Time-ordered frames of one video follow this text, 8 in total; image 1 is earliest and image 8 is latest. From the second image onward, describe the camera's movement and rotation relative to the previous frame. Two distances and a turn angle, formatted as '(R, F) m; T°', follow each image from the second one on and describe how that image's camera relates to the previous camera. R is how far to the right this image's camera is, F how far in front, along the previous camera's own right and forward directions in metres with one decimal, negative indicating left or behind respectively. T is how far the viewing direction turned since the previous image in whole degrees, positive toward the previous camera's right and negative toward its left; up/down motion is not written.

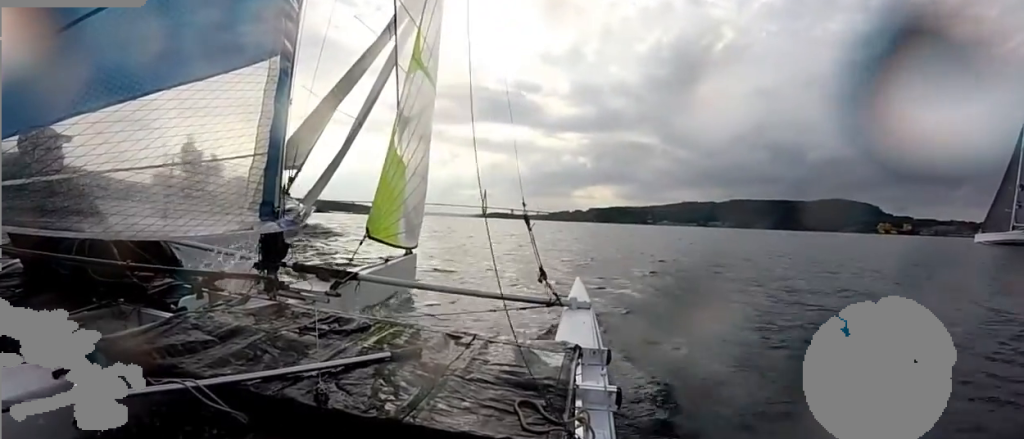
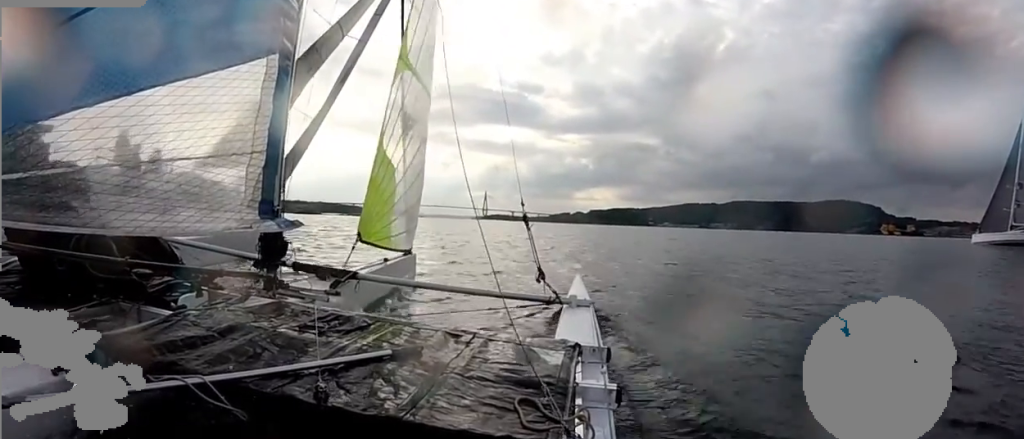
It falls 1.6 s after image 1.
(0.0, +7.7) m; 0°
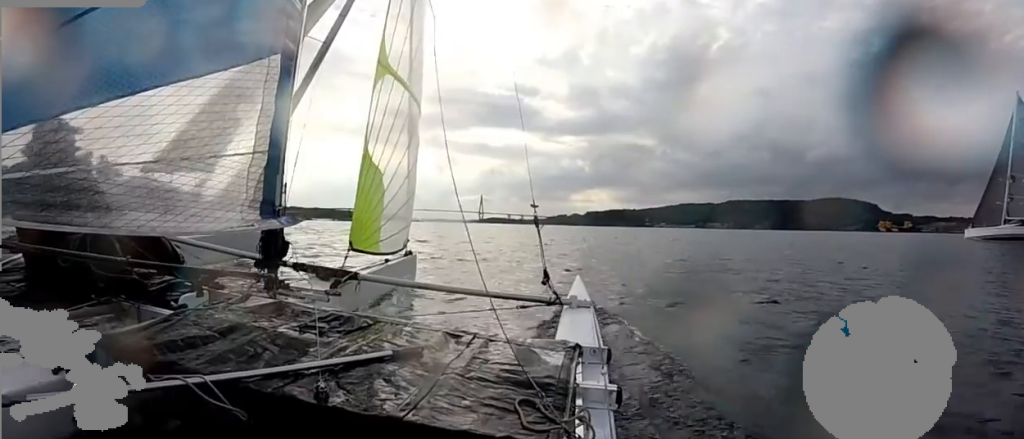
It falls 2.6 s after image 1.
(0.0, +4.8) m; 0°
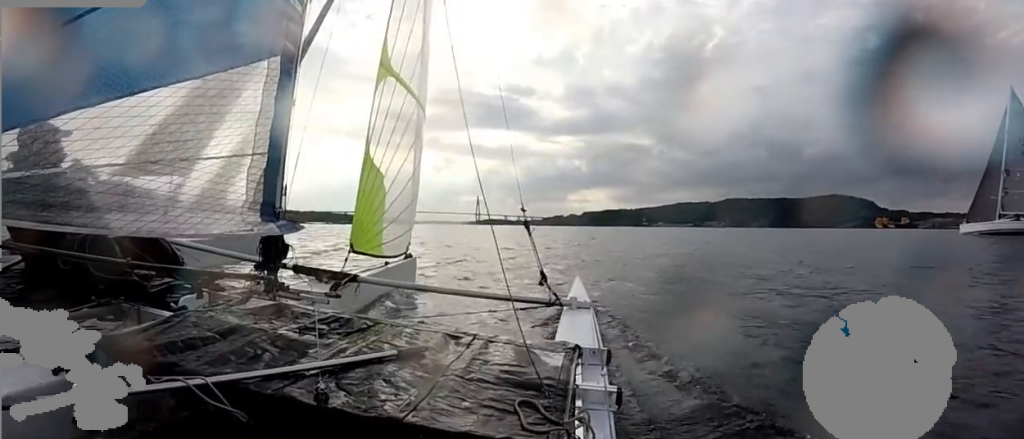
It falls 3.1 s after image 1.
(0.0, +2.3) m; 0°
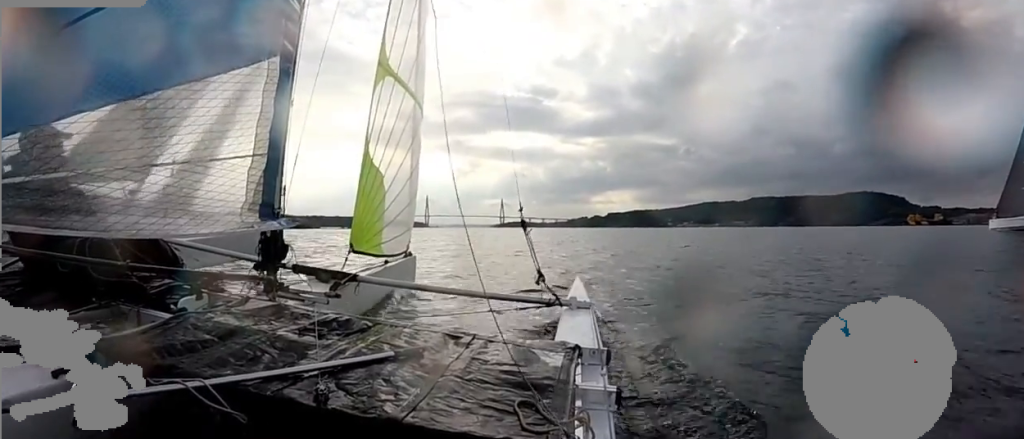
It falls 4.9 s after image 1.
(0.0, +7.9) m; 0°
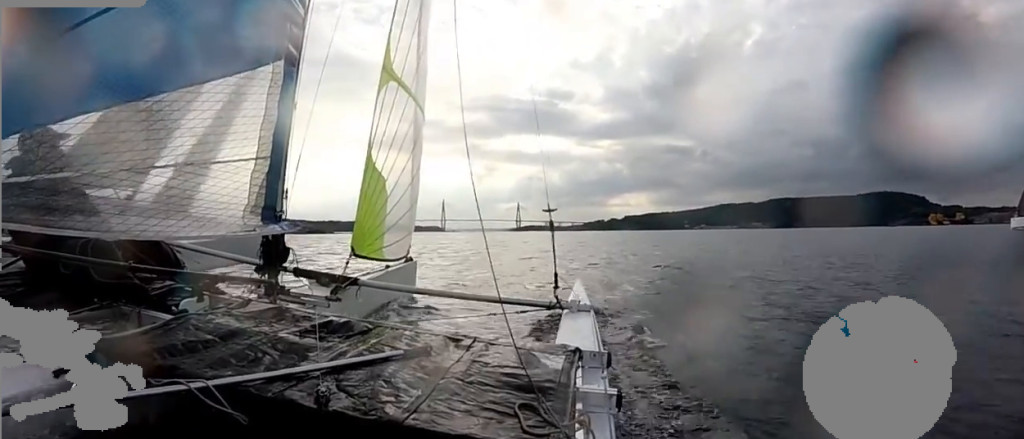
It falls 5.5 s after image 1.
(0.0, +2.4) m; 0°
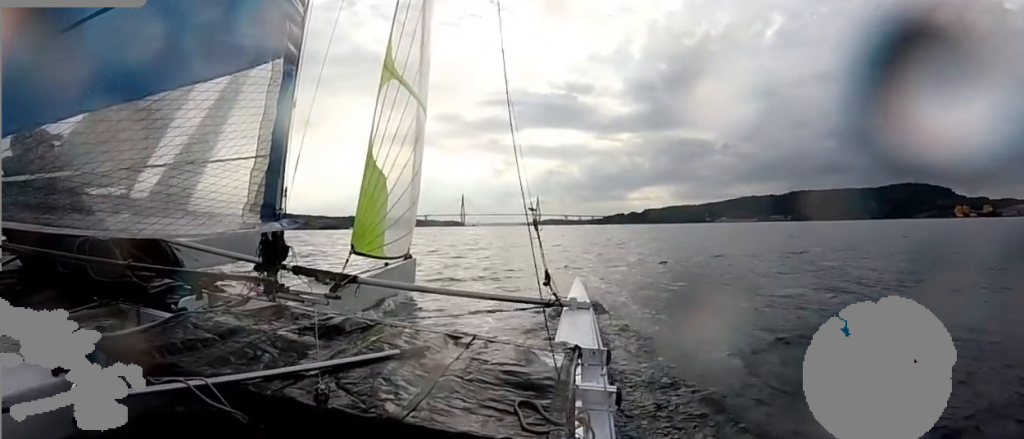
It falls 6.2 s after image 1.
(0.0, +3.5) m; 0°
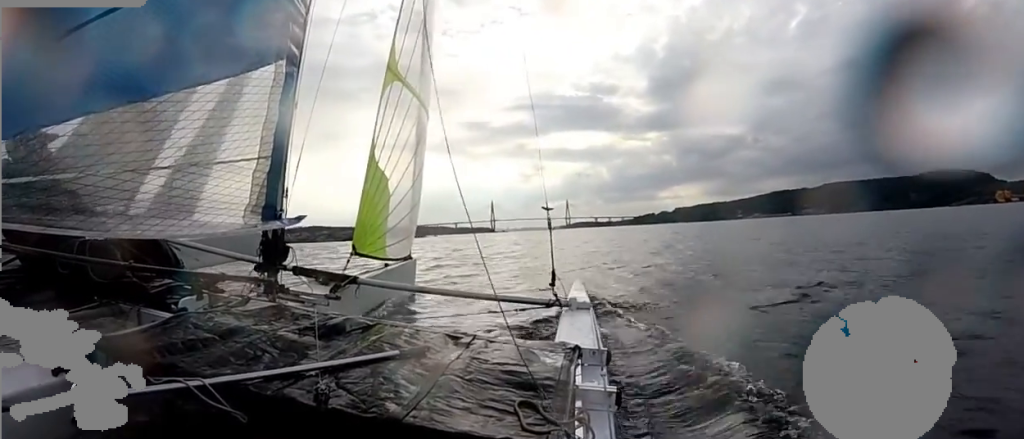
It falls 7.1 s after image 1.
(0.0, +4.3) m; -1°
